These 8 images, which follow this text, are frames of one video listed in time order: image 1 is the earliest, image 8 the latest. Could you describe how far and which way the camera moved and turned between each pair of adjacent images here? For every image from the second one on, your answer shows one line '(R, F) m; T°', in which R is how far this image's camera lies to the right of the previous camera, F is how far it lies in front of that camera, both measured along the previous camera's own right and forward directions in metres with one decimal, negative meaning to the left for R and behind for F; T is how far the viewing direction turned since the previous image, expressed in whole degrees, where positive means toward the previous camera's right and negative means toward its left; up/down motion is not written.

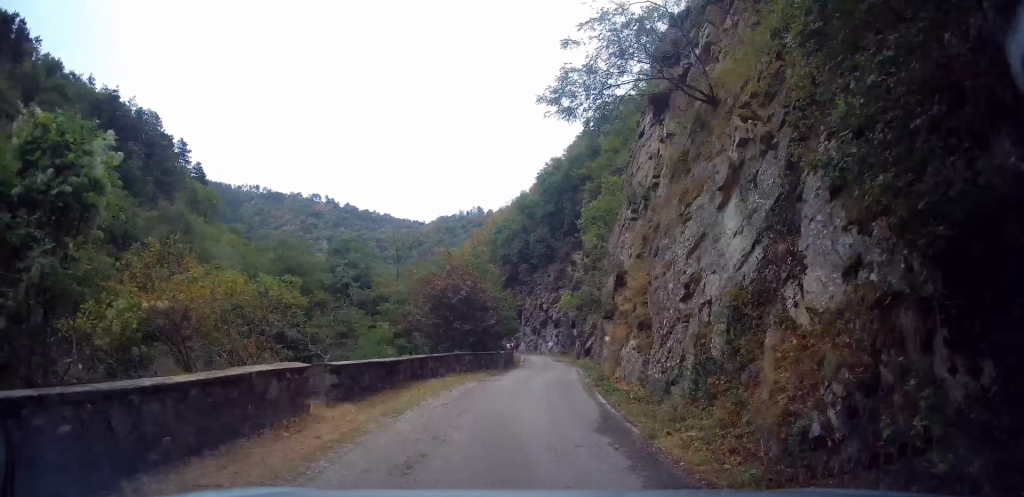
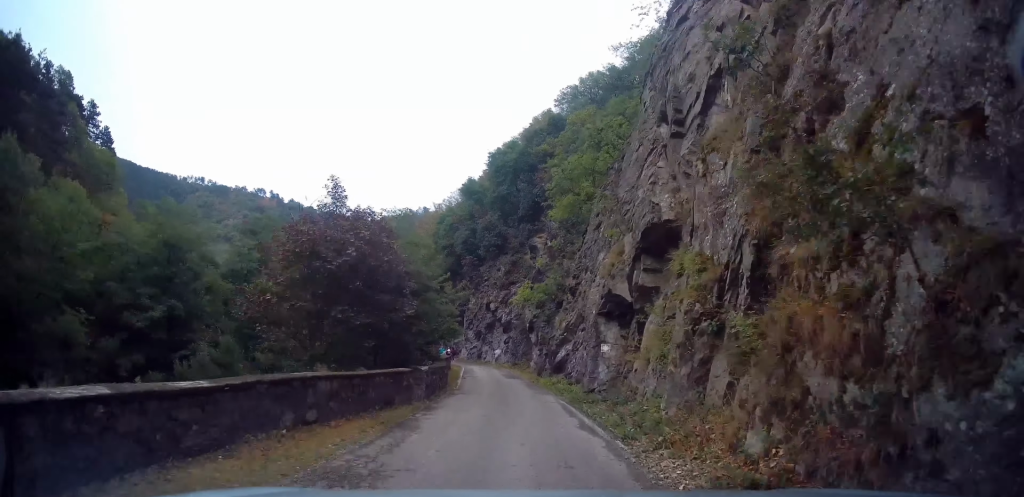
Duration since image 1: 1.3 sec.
(+0.5, +11.1) m; +4°
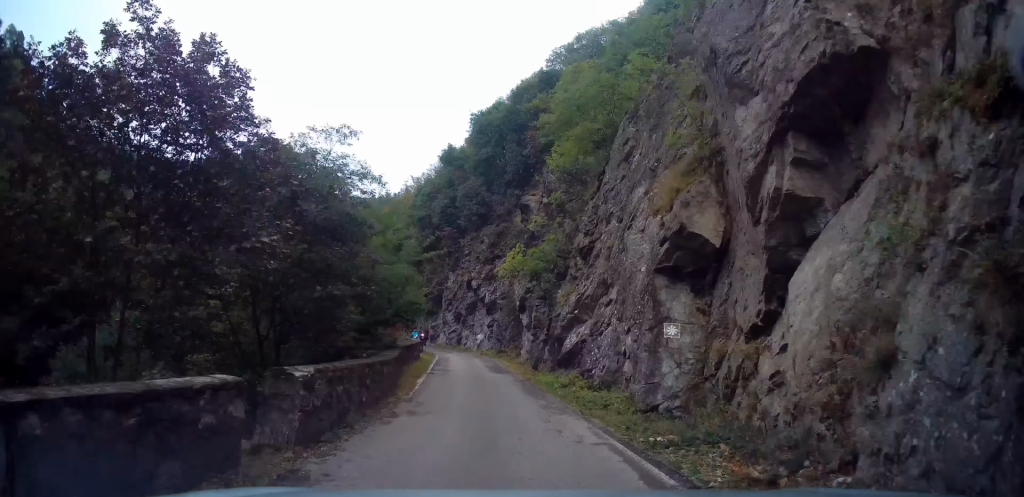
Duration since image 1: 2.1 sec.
(+0.2, +7.4) m; +1°
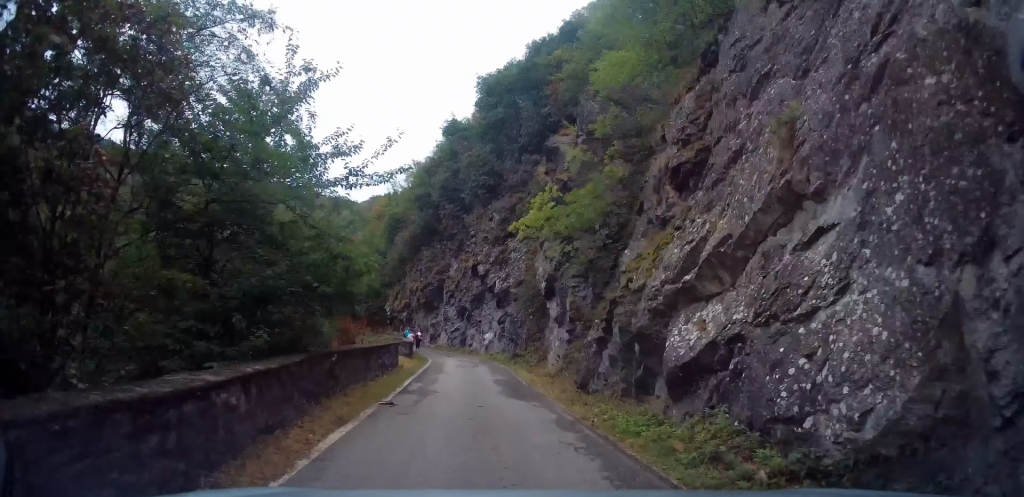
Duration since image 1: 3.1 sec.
(-0.2, +8.8) m; 0°
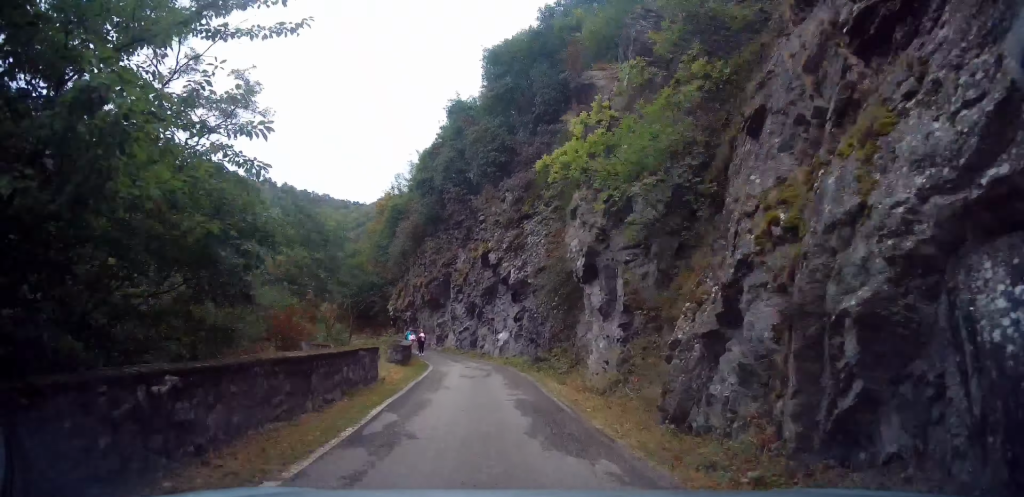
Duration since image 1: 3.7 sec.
(+0.1, +5.3) m; 0°
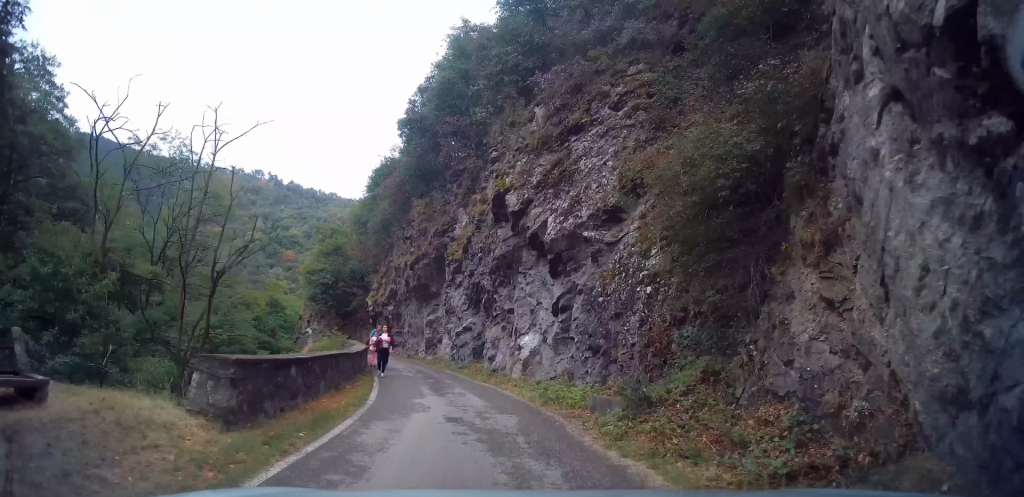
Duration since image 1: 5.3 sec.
(-0.3, +13.2) m; -3°
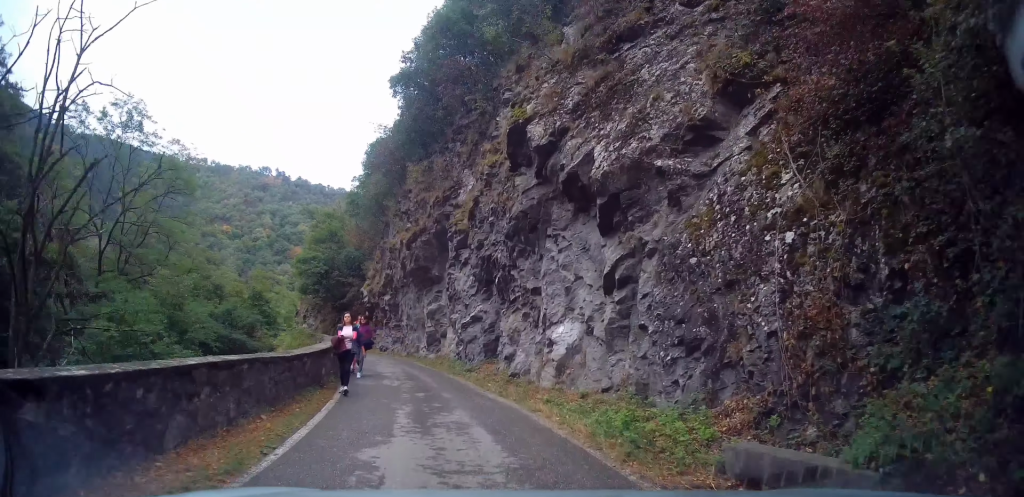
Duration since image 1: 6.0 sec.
(0.0, +5.5) m; -2°
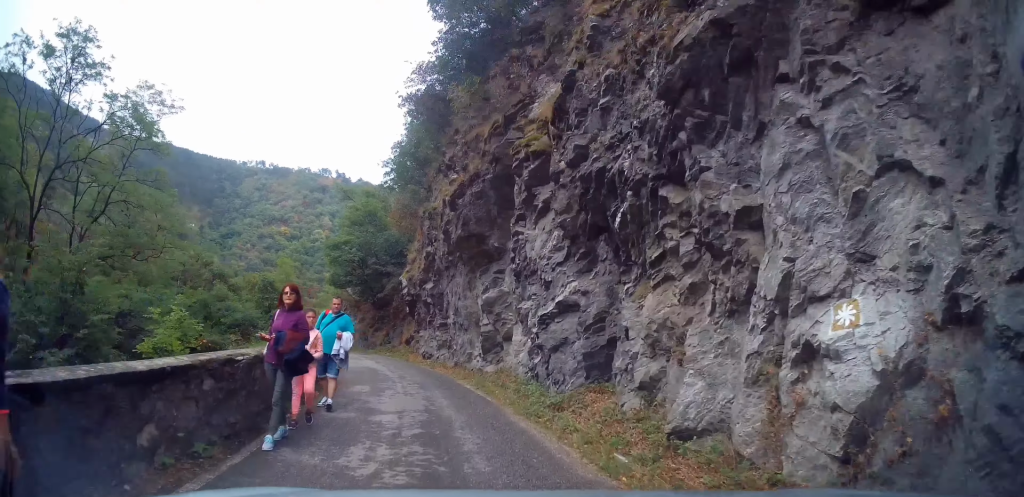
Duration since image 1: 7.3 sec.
(-0.3, +8.3) m; -2°
